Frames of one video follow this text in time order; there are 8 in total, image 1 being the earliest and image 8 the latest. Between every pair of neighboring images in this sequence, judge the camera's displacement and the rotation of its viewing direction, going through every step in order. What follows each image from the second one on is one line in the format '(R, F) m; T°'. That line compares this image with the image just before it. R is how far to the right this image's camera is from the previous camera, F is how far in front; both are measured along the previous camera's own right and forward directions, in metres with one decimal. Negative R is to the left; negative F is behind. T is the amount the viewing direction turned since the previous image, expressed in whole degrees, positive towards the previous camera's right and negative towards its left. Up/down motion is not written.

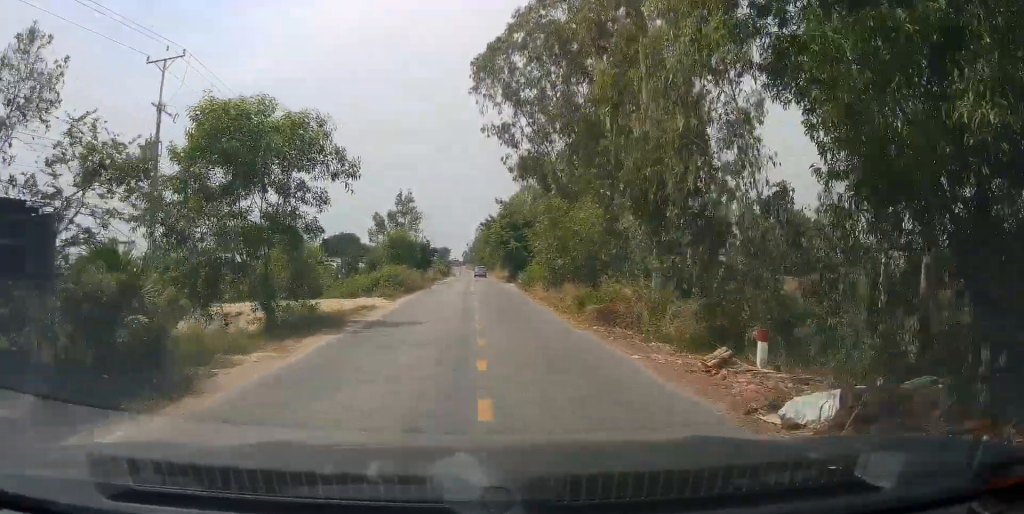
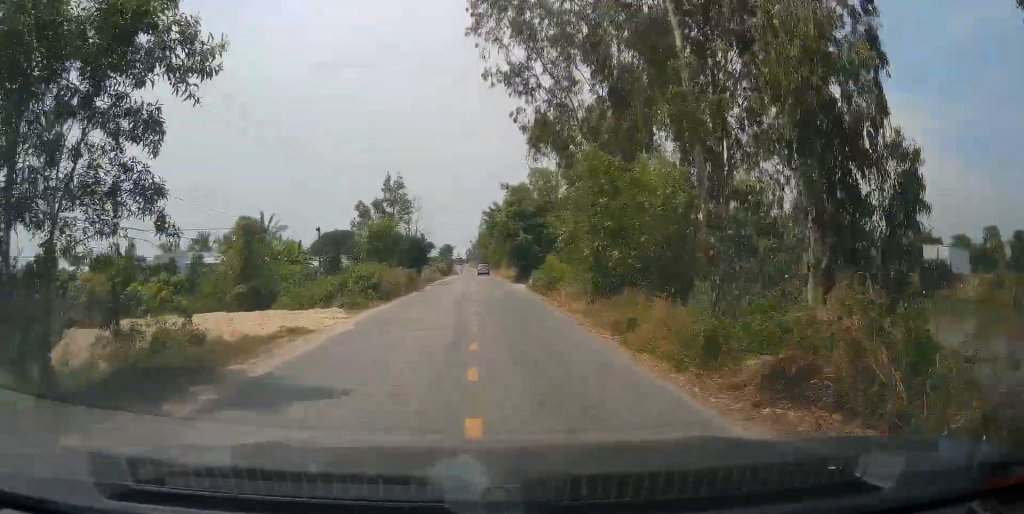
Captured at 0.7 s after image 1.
(0.0, +10.0) m; -1°
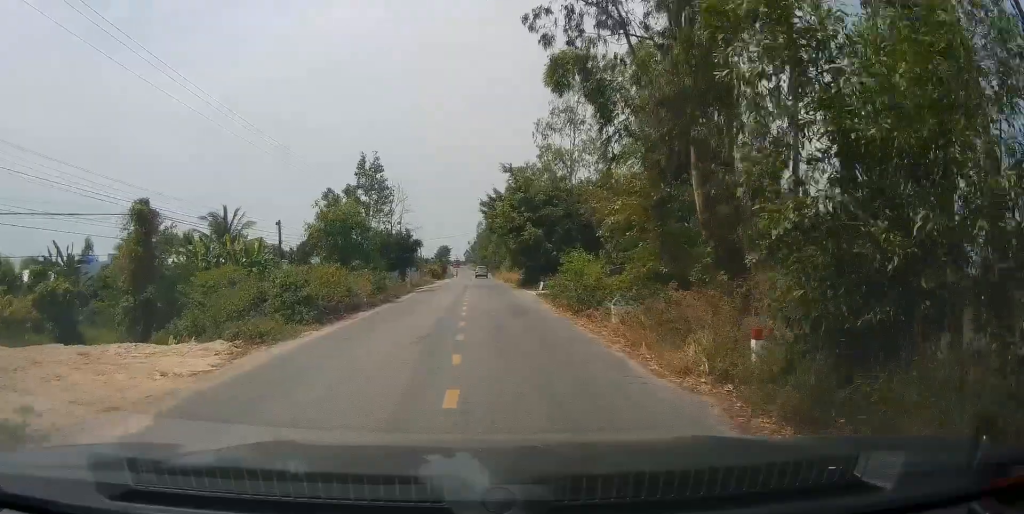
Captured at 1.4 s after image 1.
(-0.1, +10.2) m; -2°
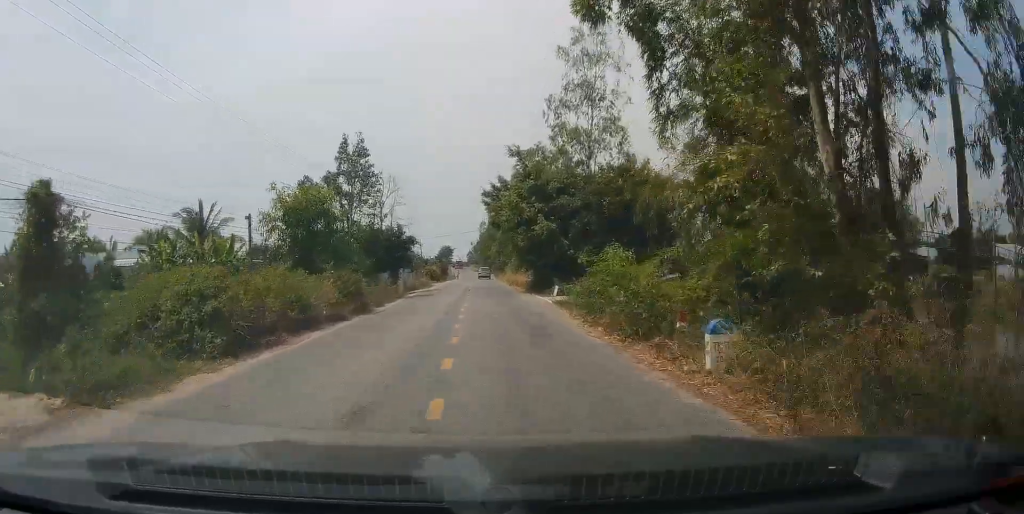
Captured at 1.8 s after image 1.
(-0.2, +6.8) m; 0°
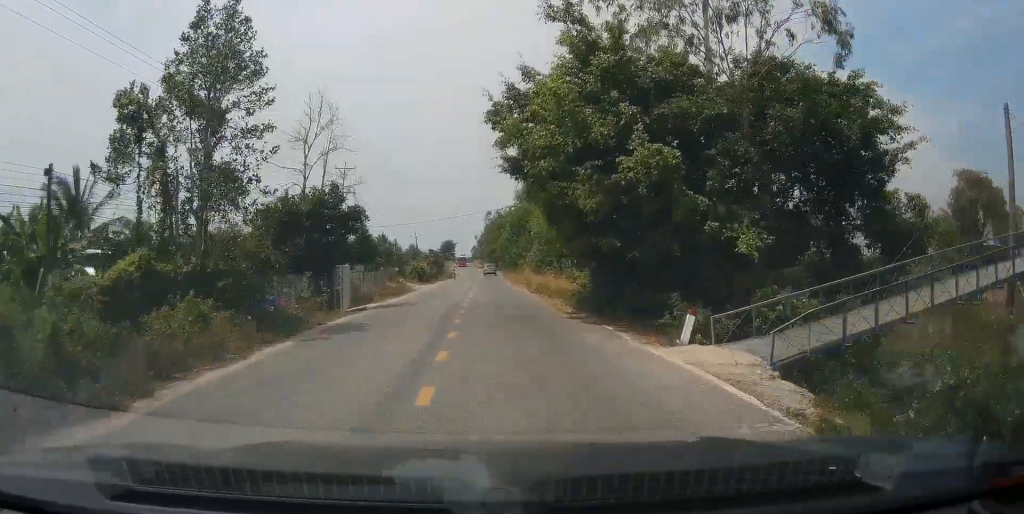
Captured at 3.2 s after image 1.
(+0.3, +20.5) m; -1°
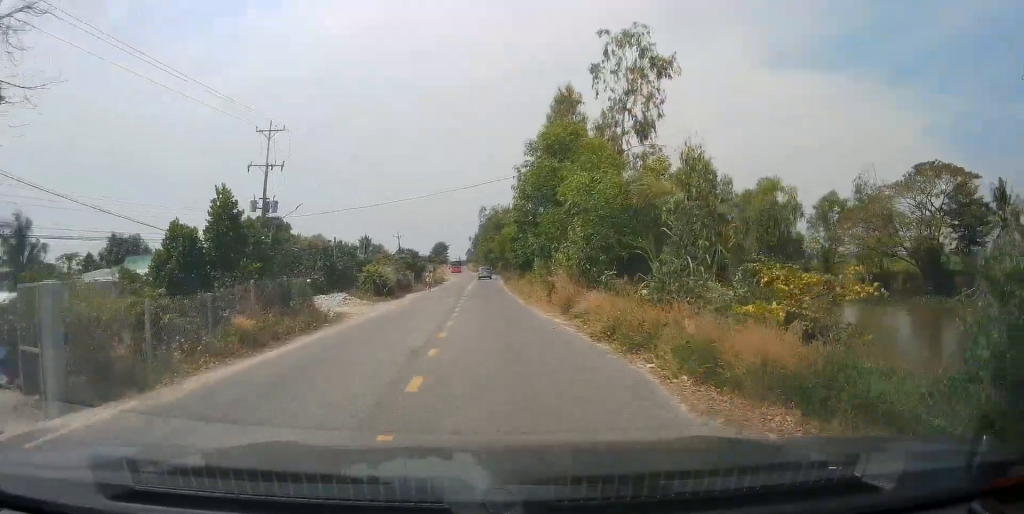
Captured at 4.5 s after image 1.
(-0.8, +20.5) m; 0°
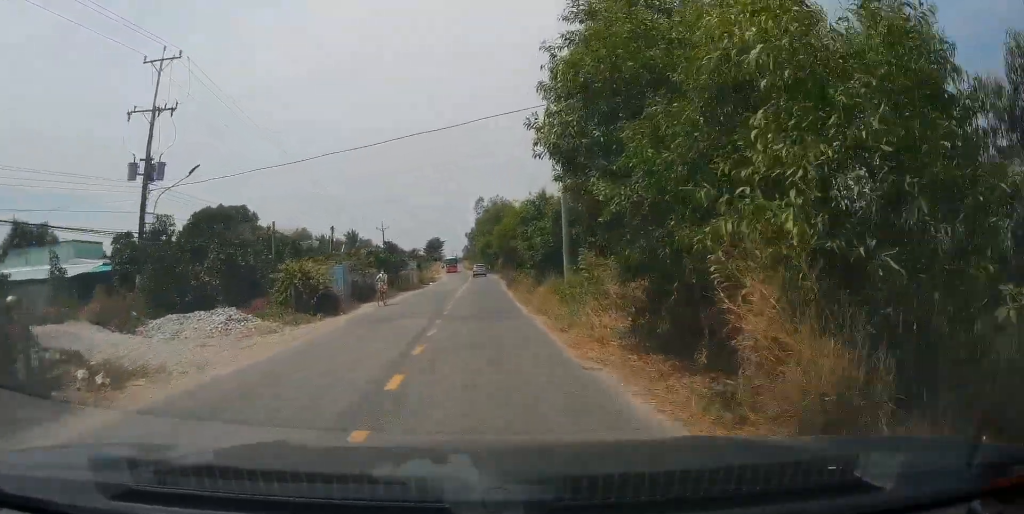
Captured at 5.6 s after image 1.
(+0.6, +15.6) m; +3°
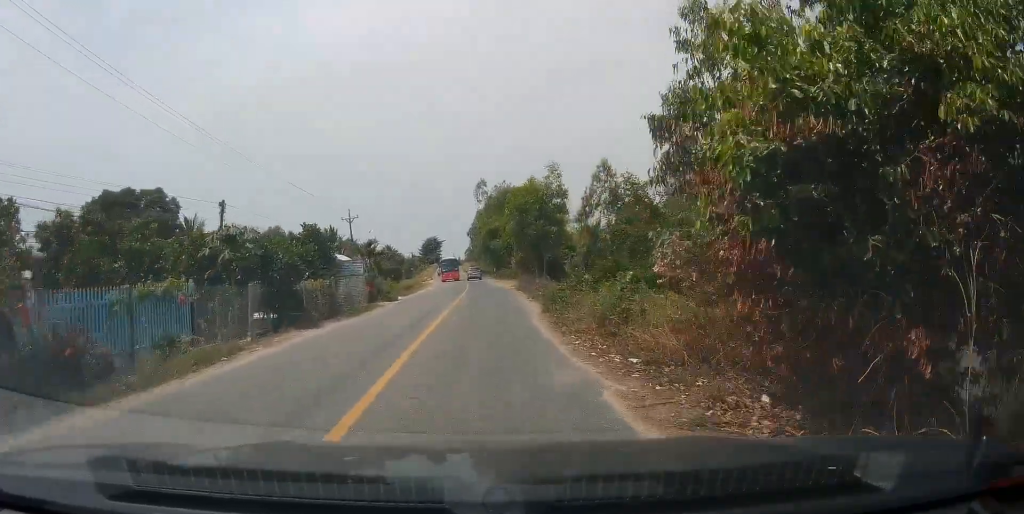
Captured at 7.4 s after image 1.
(-0.7, +26.6) m; -2°
